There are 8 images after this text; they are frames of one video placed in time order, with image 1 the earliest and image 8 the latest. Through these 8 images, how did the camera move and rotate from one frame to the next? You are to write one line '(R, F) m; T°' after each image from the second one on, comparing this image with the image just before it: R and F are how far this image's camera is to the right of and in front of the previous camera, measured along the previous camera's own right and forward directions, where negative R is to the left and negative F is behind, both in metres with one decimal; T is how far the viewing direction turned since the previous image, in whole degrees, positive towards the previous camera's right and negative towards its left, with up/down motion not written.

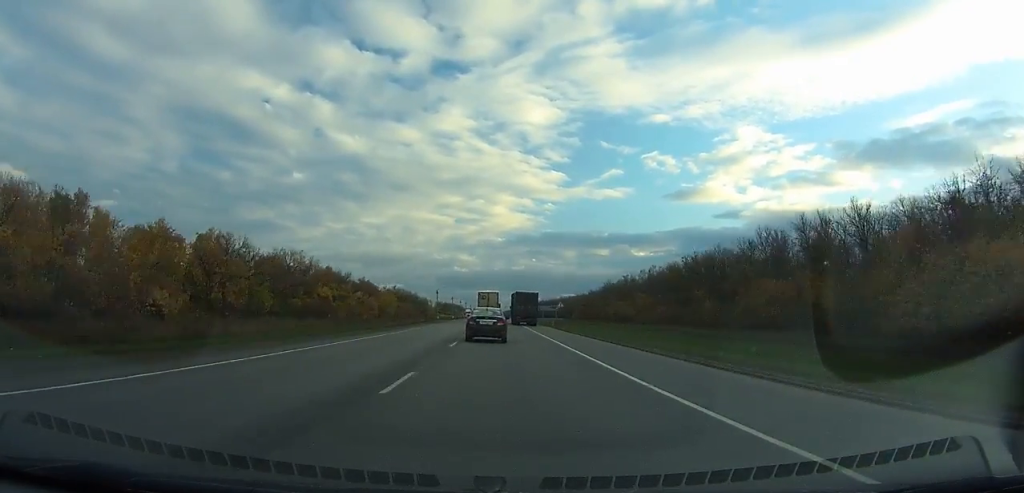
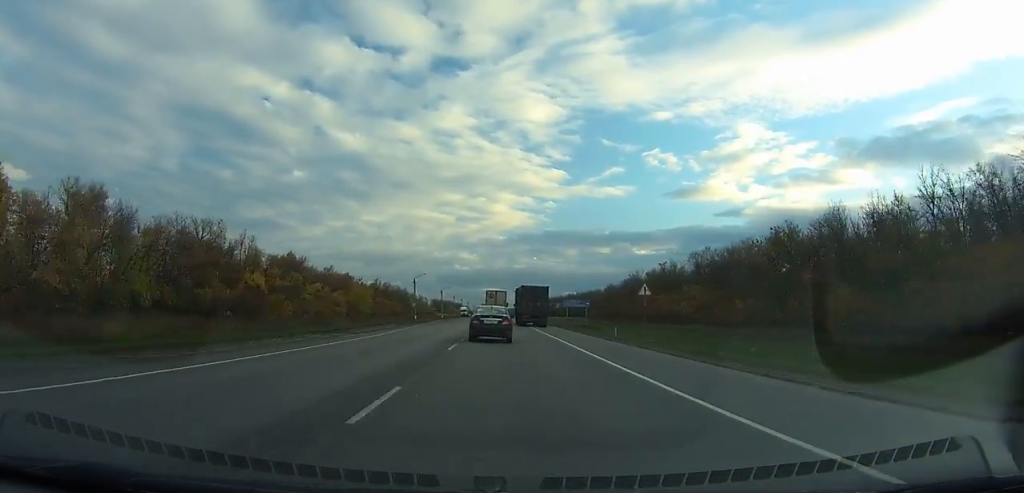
(-0.1, +35.7) m; 0°
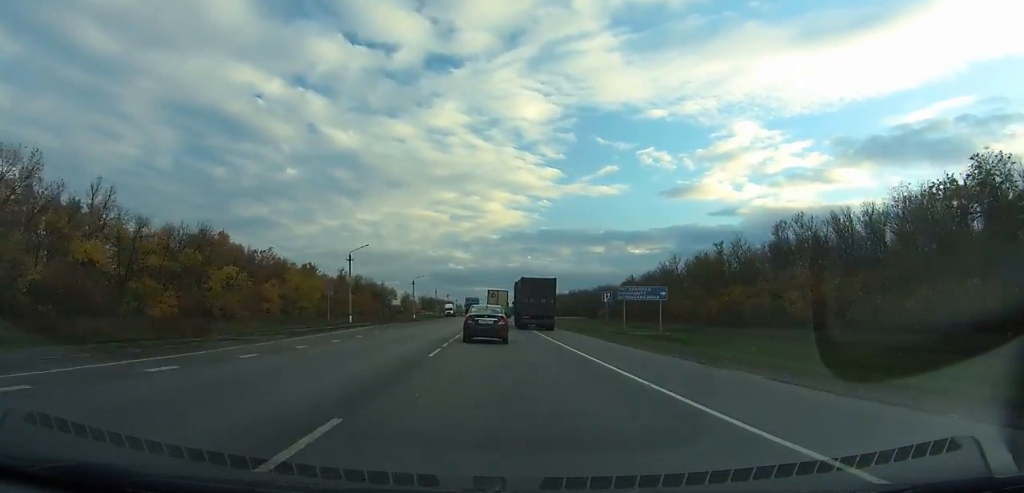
(-0.1, +38.8) m; 0°
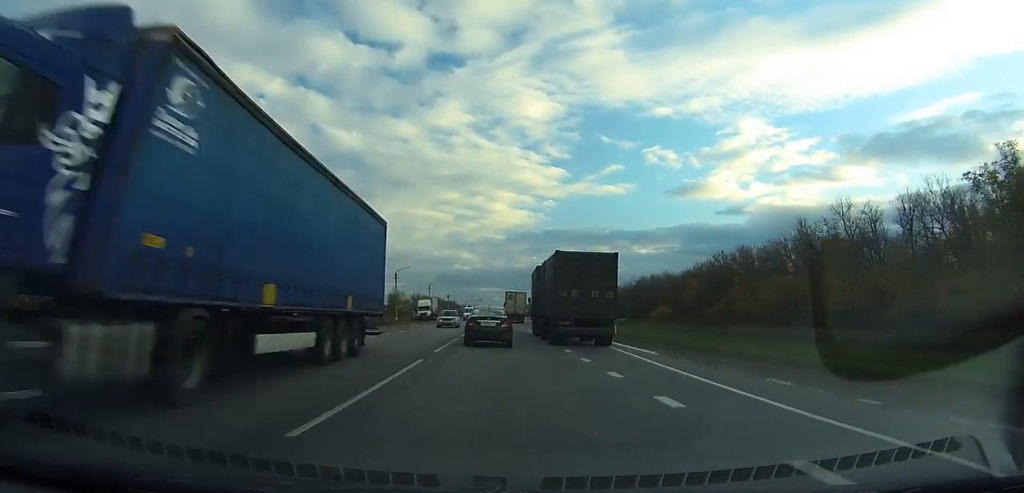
(-0.1, +61.6) m; 0°
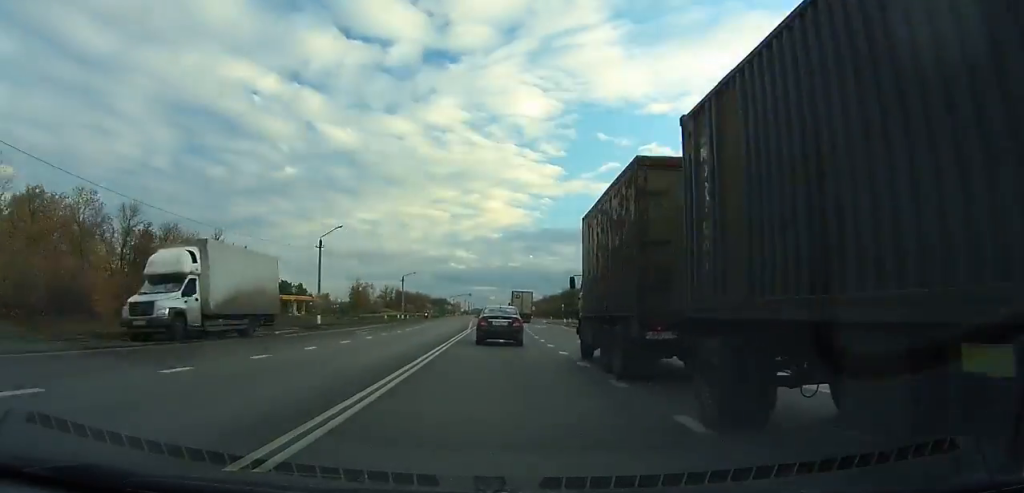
(+0.1, +77.5) m; 0°
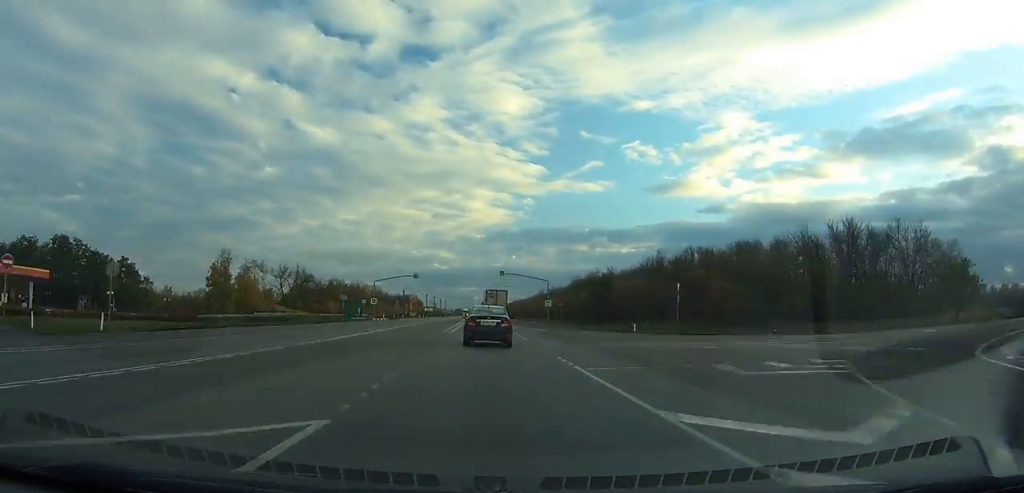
(+0.5, +107.5) m; +1°
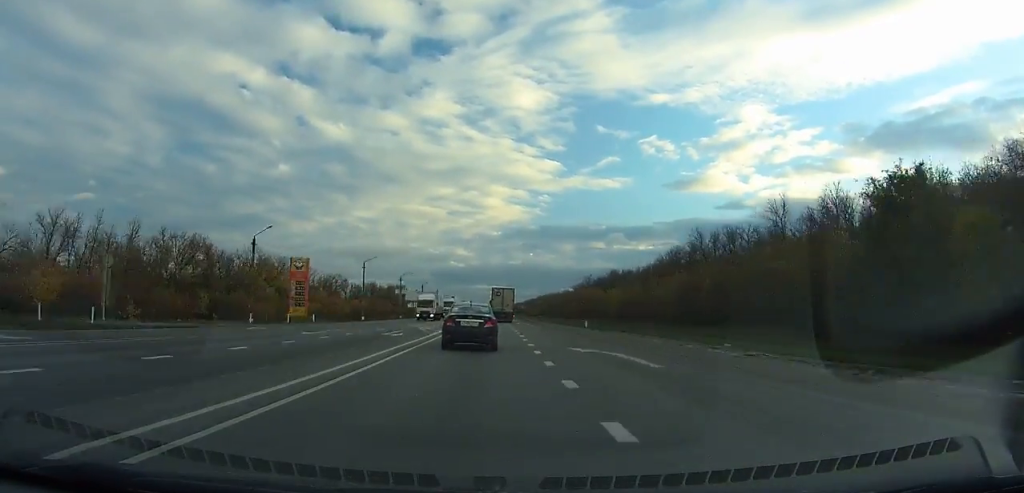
(-0.1, +119.2) m; -1°
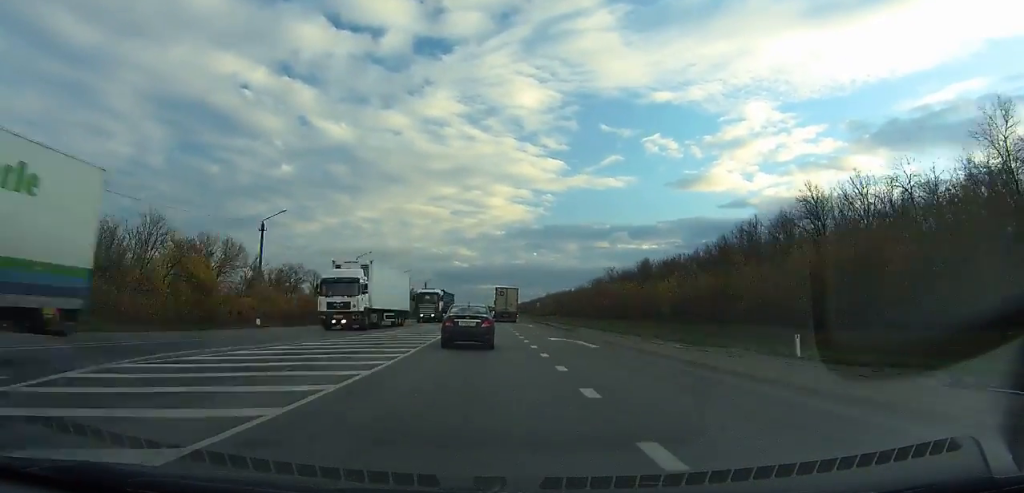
(-0.1, +39.1) m; 0°
